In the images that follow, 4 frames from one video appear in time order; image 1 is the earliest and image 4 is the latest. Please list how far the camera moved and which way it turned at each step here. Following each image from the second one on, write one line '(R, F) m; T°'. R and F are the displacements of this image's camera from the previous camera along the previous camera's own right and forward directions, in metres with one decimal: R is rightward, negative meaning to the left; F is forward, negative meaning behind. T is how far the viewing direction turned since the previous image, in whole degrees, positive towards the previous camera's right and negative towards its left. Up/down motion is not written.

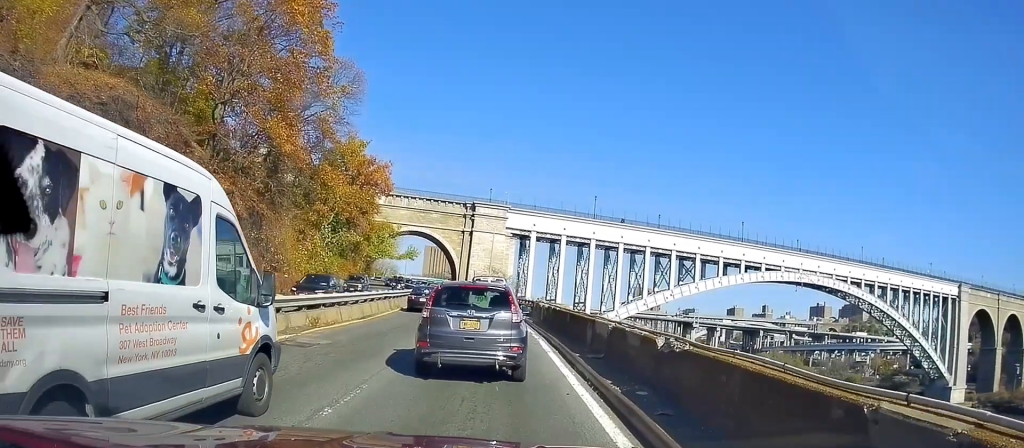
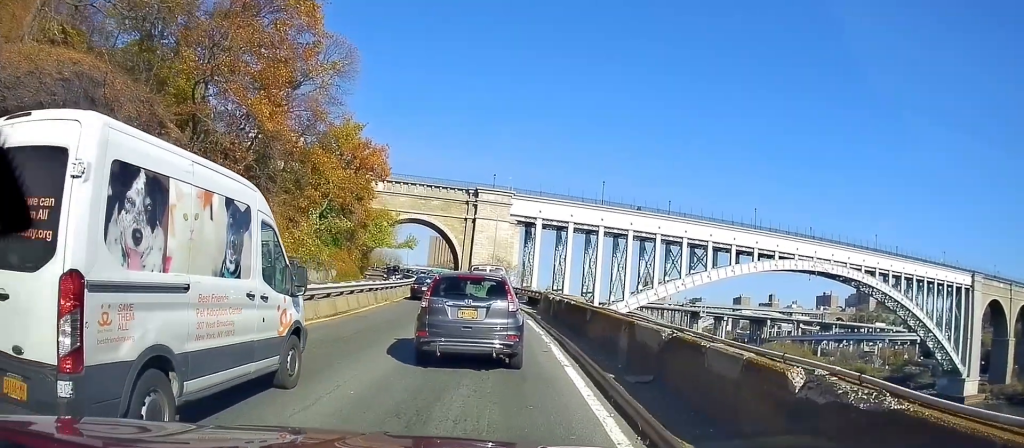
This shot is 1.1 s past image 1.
(+0.4, +4.5) m; -1°
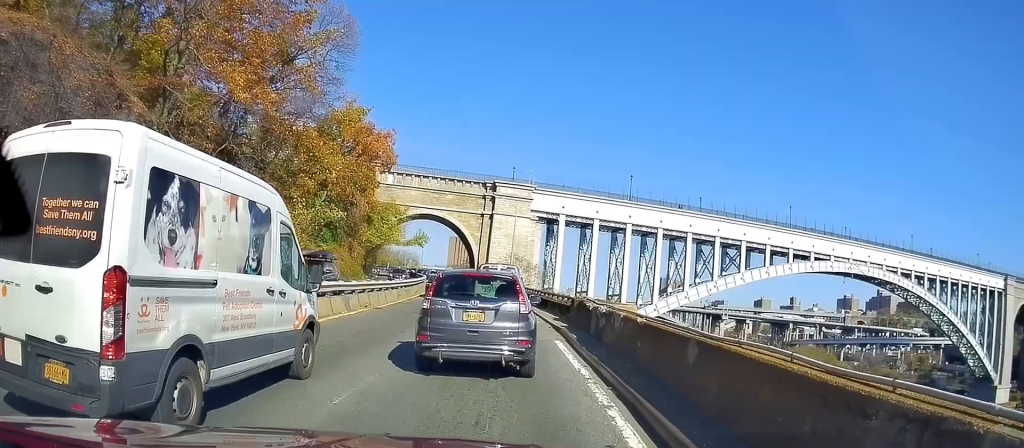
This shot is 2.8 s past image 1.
(-0.7, +7.2) m; -2°
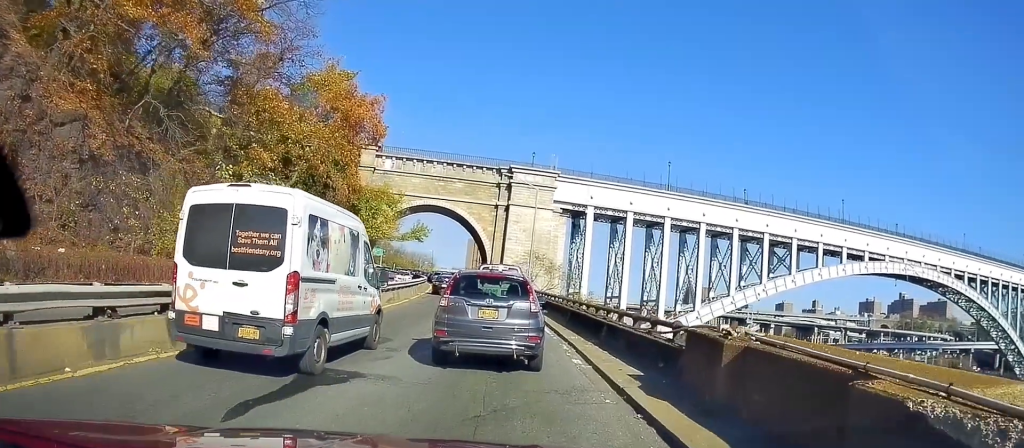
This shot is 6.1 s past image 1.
(-0.4, +13.7) m; -2°
